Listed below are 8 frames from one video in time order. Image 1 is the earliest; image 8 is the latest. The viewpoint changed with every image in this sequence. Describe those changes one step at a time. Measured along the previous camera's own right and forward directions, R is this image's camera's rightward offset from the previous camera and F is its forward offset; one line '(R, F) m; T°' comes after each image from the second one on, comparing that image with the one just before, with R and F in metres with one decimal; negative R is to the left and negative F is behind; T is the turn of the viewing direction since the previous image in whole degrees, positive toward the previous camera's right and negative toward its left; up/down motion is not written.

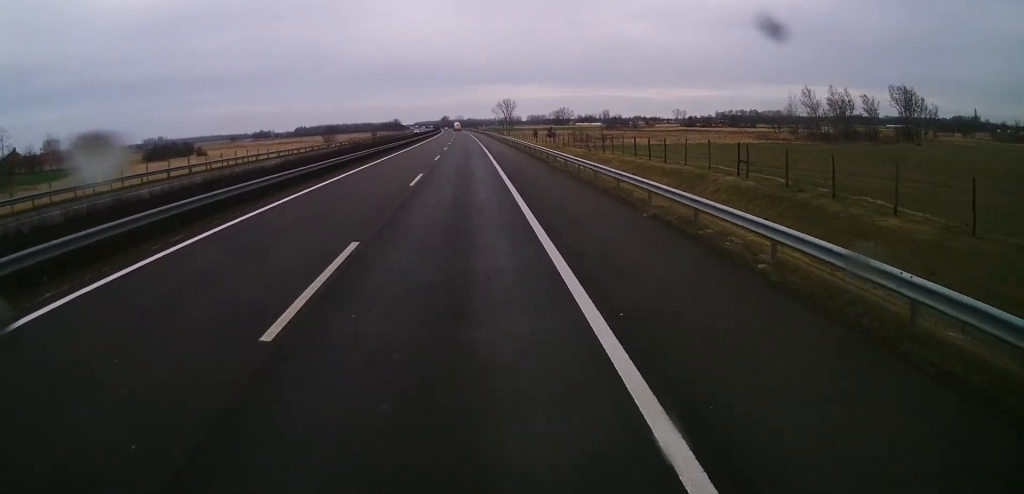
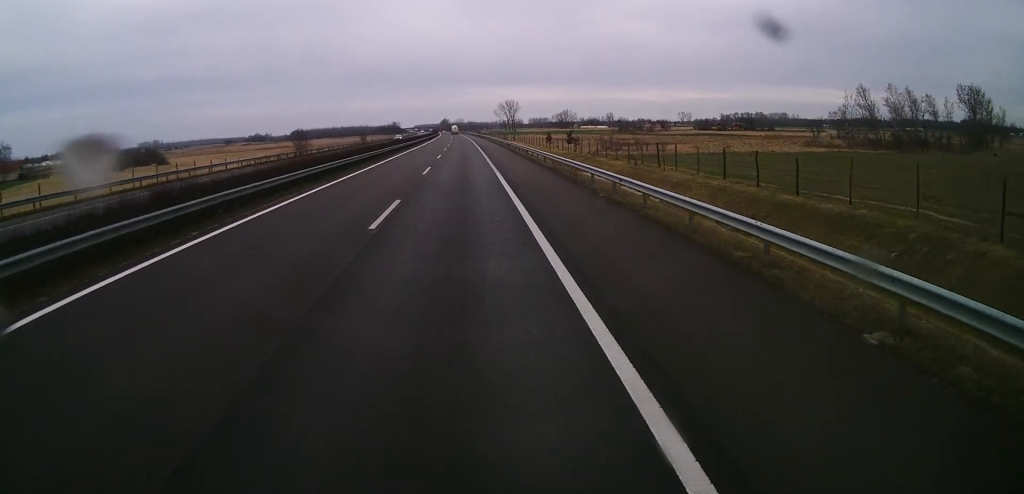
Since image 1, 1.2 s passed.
(-0.3, +27.7) m; -1°
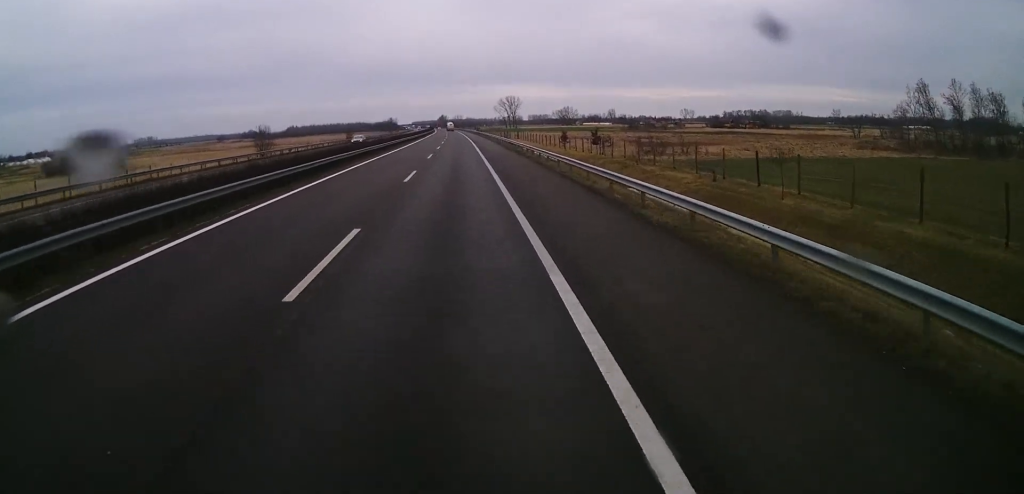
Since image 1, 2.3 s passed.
(0.0, +24.6) m; 0°
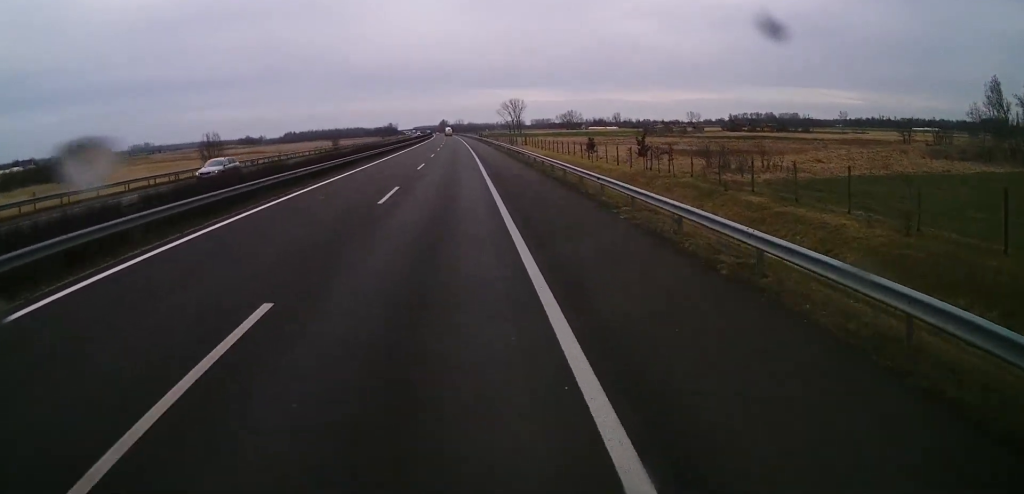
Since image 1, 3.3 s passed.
(+0.1, +23.8) m; 0°
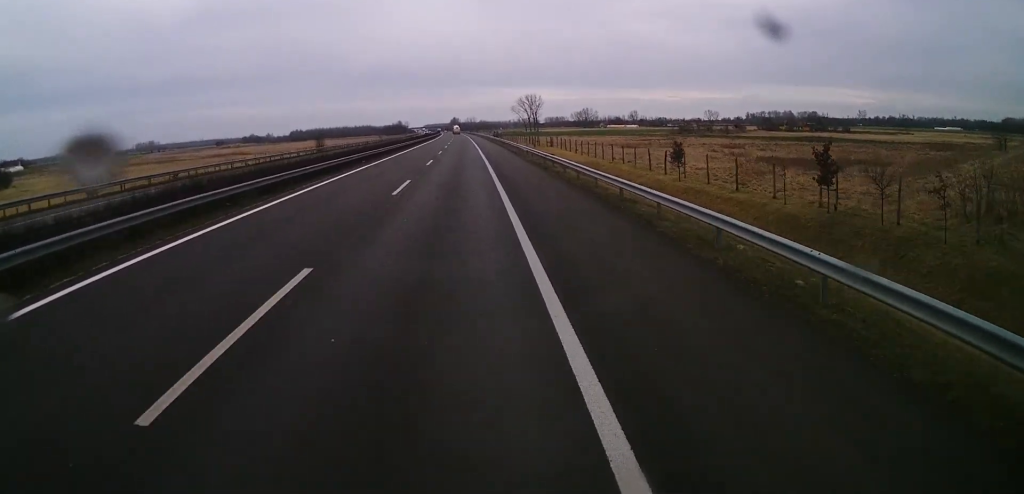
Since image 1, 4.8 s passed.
(0.0, +33.8) m; -1°
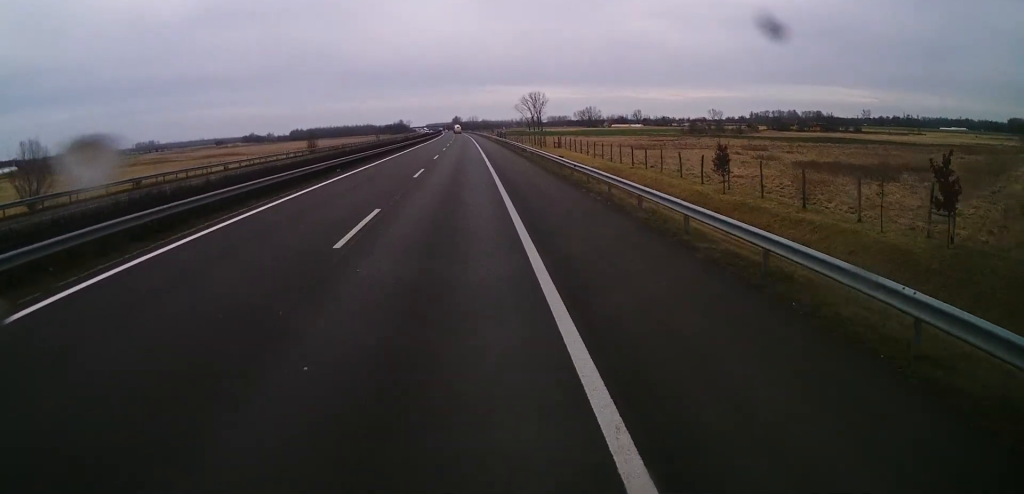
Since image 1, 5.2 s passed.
(-0.1, +10.0) m; 0°
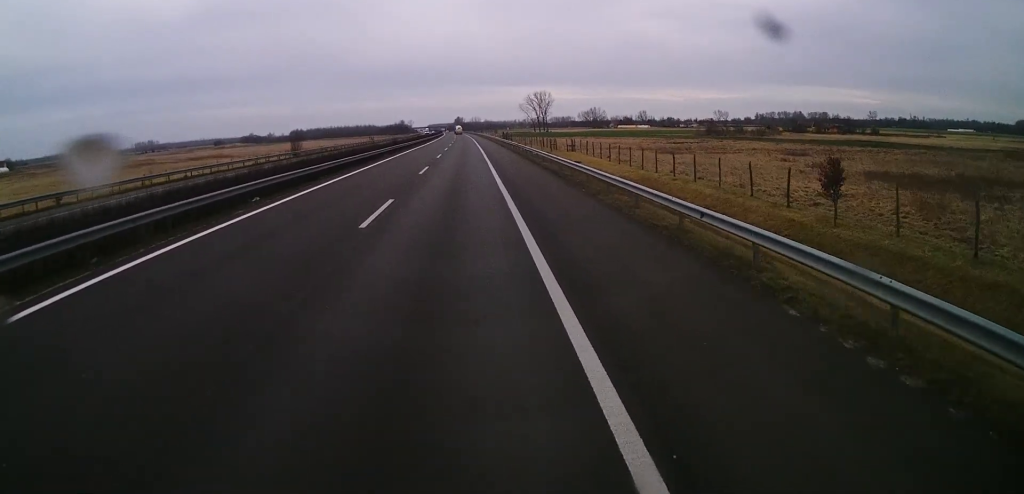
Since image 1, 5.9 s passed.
(-0.1, +15.3) m; 0°
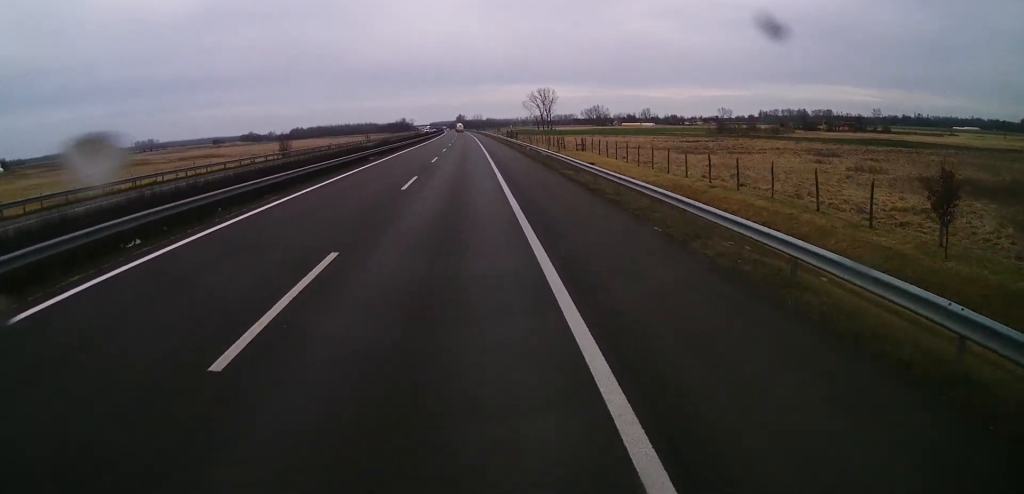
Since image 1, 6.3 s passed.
(0.0, +9.2) m; 0°
